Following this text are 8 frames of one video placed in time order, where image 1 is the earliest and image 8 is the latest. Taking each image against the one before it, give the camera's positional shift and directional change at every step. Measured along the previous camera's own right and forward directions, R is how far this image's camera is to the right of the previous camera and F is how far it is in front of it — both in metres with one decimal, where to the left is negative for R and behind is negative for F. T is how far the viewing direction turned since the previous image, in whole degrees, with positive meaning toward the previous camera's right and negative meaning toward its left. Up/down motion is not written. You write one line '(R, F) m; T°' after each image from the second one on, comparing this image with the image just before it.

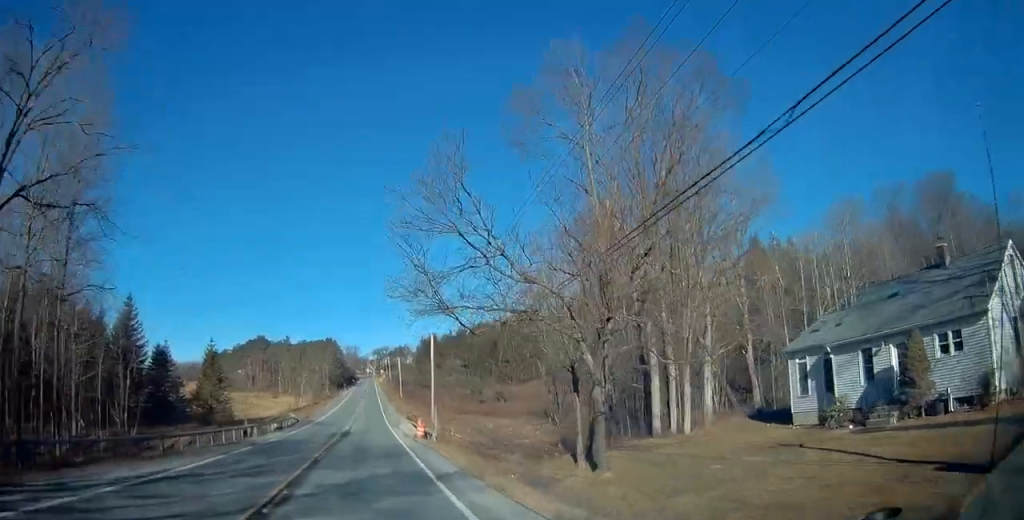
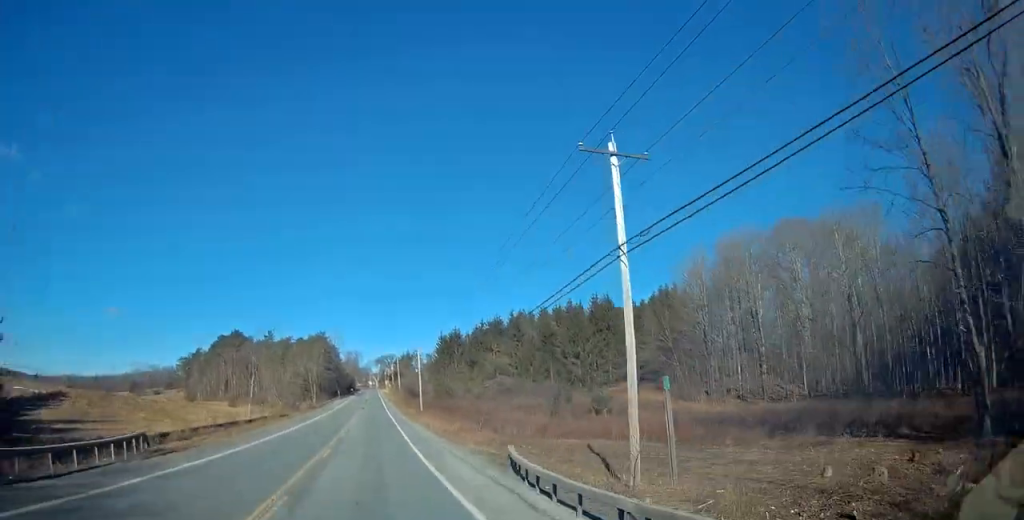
(-0.6, +47.6) m; -1°
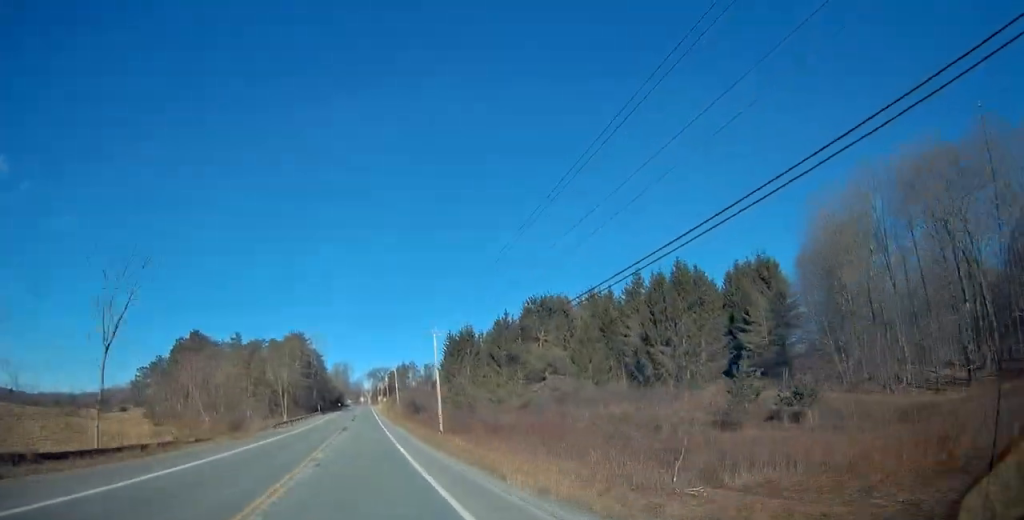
(+0.2, +34.0) m; 0°
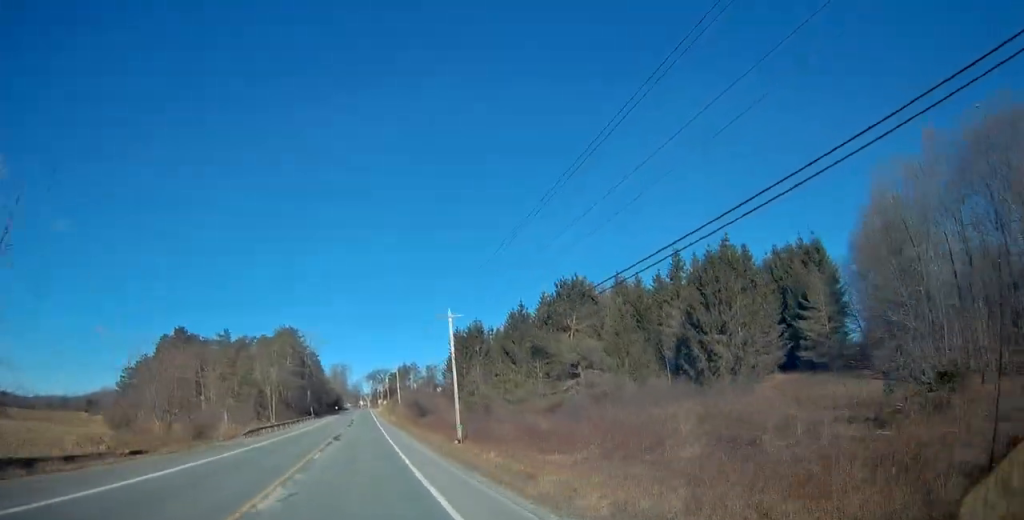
(0.0, +11.7) m; 0°
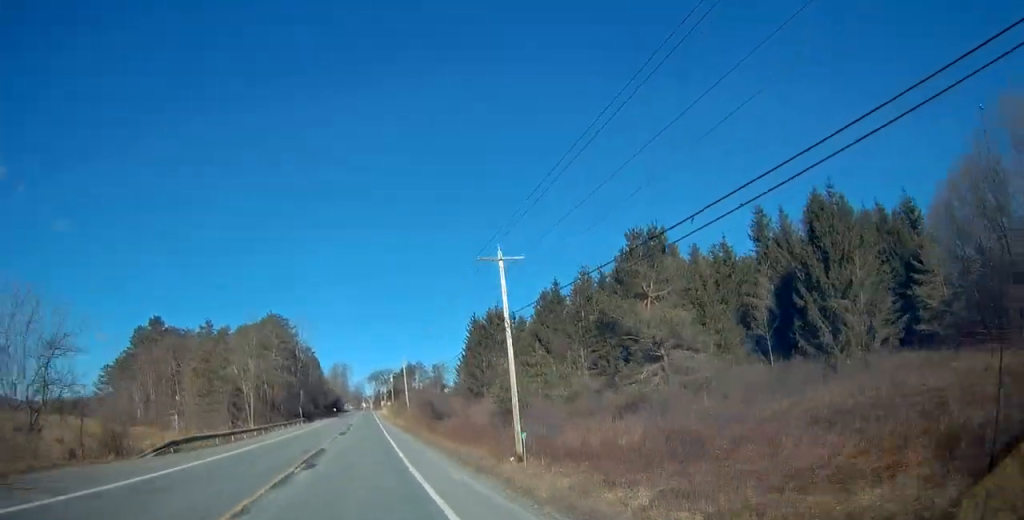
(-0.1, +17.7) m; 0°
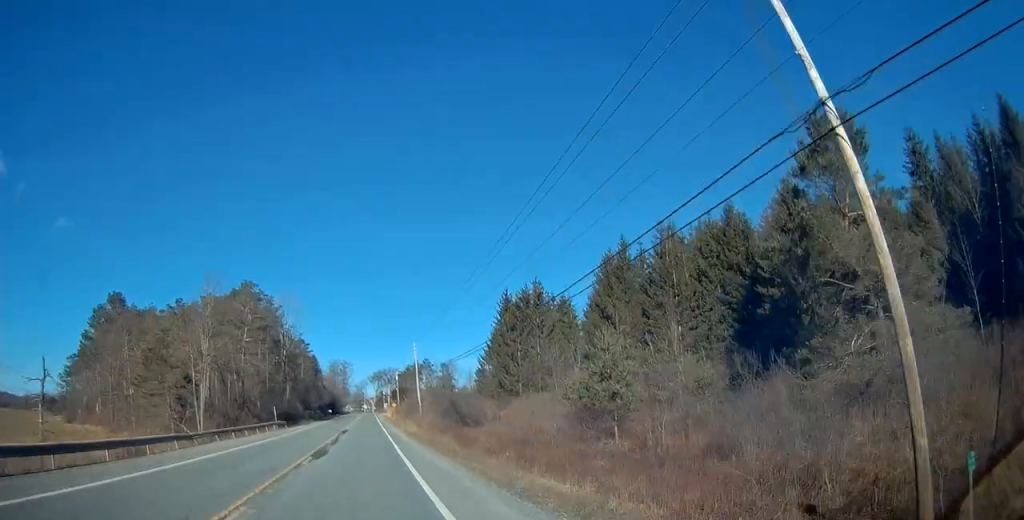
(+0.1, +21.9) m; 0°
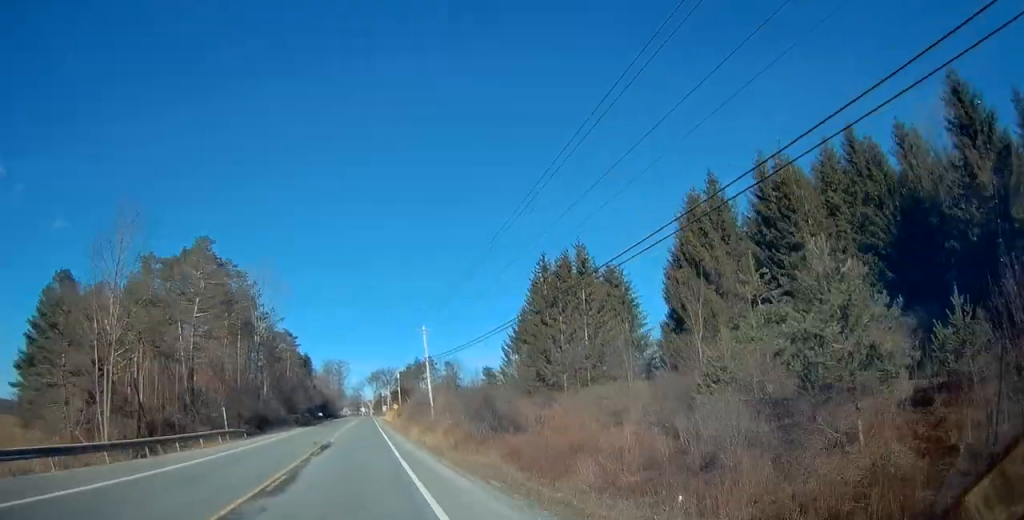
(0.0, +18.5) m; 0°
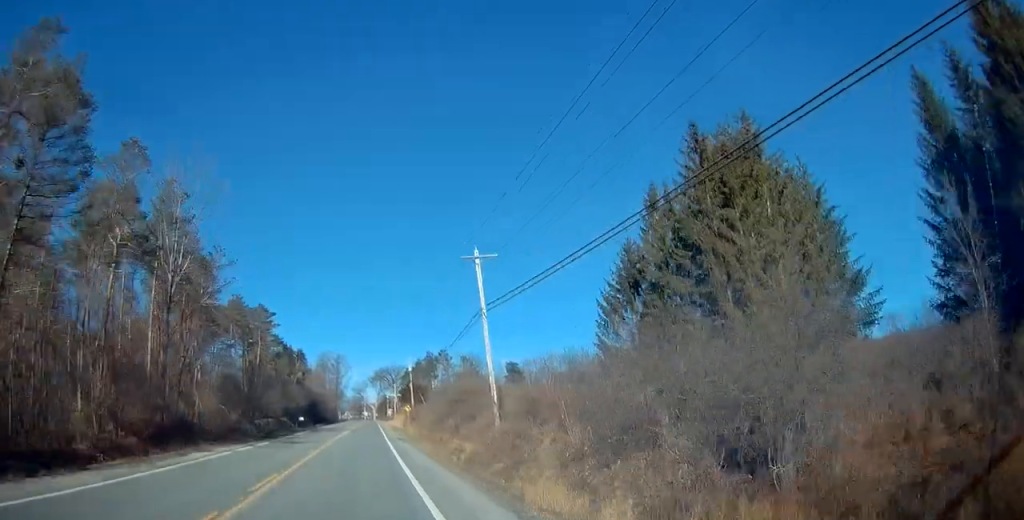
(-0.1, +31.0) m; +1°
